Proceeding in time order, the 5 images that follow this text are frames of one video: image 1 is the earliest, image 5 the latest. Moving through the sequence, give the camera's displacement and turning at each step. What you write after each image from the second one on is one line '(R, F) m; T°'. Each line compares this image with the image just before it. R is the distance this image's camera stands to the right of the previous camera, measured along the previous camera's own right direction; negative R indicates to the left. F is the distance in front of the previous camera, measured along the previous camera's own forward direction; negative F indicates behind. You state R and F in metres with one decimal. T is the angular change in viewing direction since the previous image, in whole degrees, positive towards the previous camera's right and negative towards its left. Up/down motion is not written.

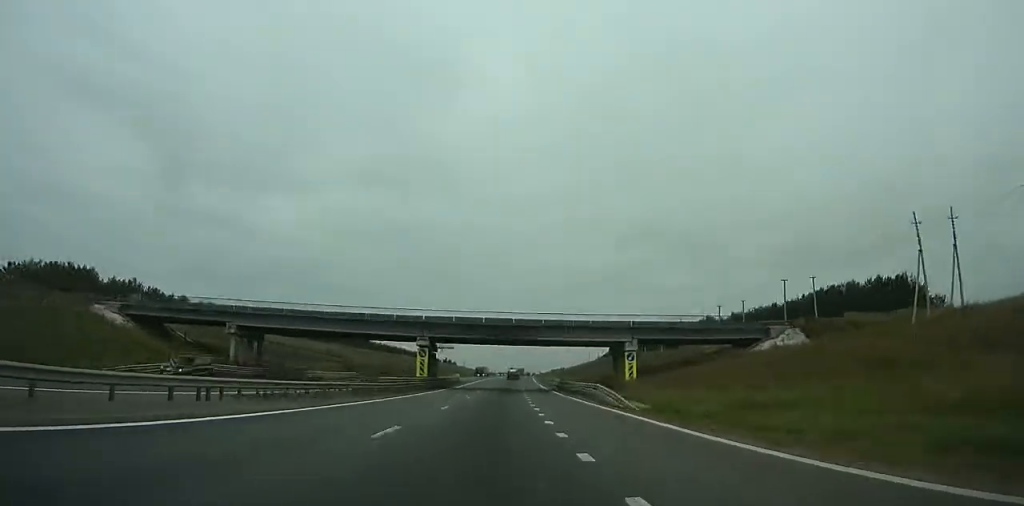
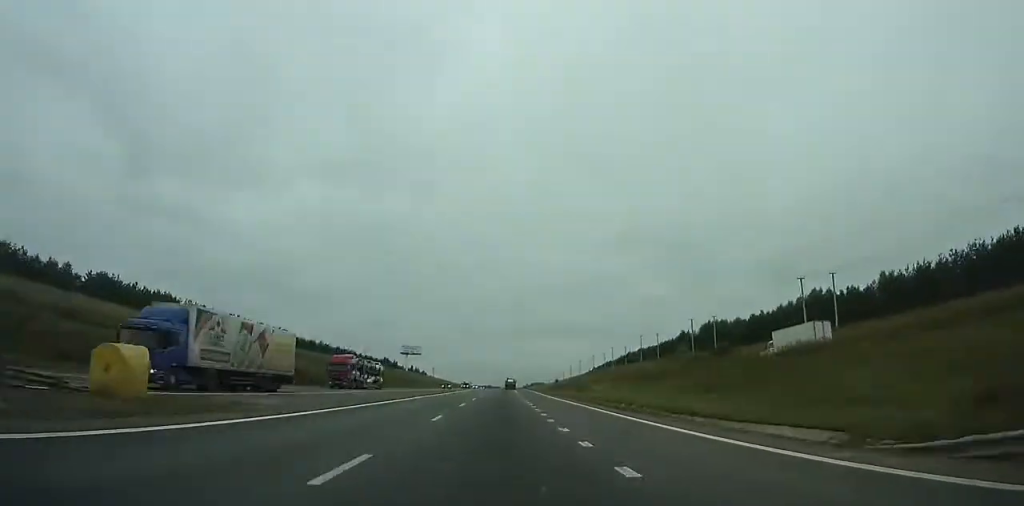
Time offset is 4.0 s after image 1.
(+3.1, +88.9) m; +3°
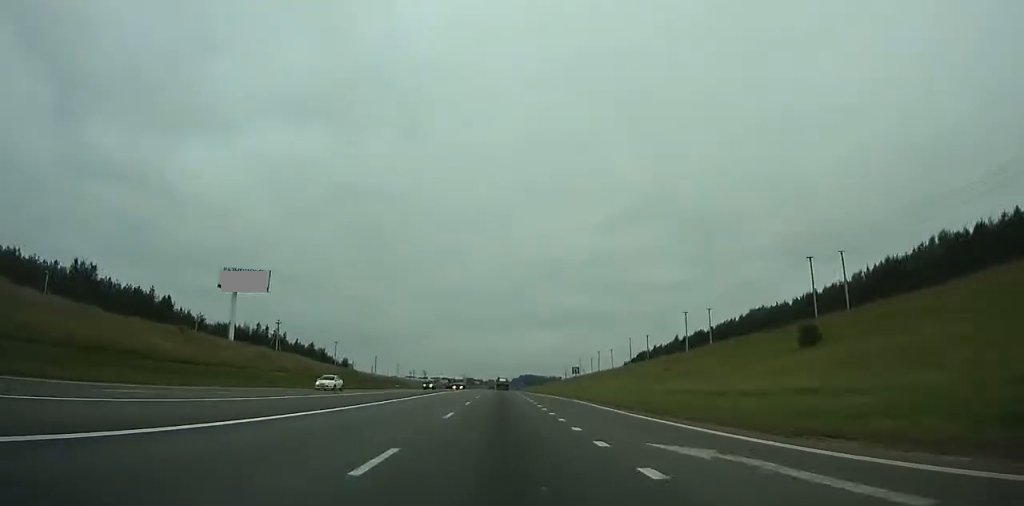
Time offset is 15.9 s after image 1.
(+8.4, +261.6) m; +2°
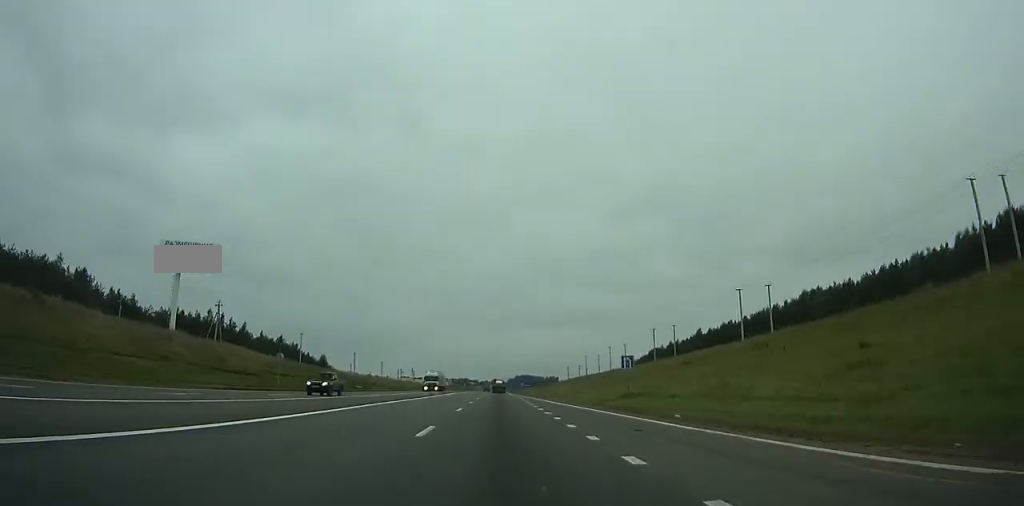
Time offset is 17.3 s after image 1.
(0.0, +30.1) m; 0°
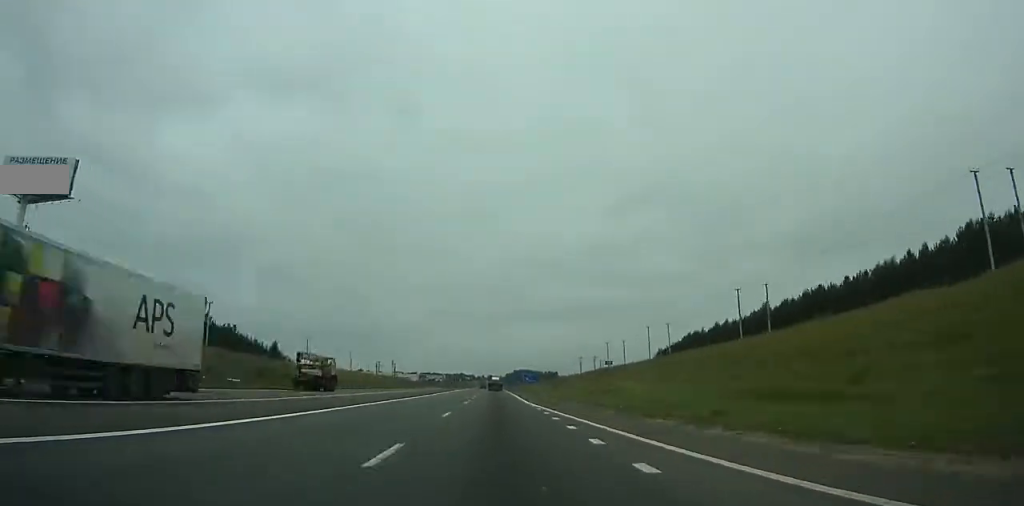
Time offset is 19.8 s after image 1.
(+0.2, +52.9) m; 0°
